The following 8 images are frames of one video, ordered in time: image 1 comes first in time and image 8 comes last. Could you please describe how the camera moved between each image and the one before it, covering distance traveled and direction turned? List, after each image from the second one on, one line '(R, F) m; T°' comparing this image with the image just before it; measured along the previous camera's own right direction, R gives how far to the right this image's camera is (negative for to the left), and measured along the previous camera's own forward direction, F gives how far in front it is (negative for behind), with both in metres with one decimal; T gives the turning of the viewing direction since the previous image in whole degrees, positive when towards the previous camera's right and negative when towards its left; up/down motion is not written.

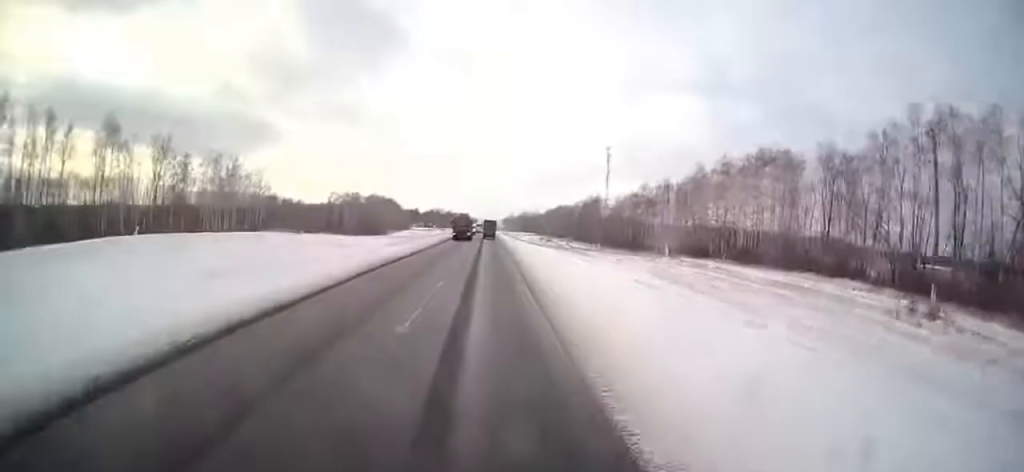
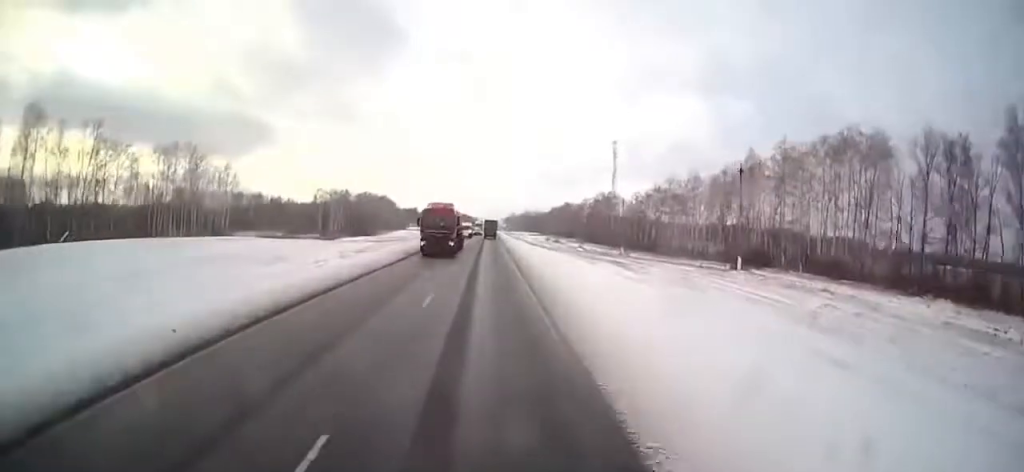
(0.0, +20.8) m; 0°
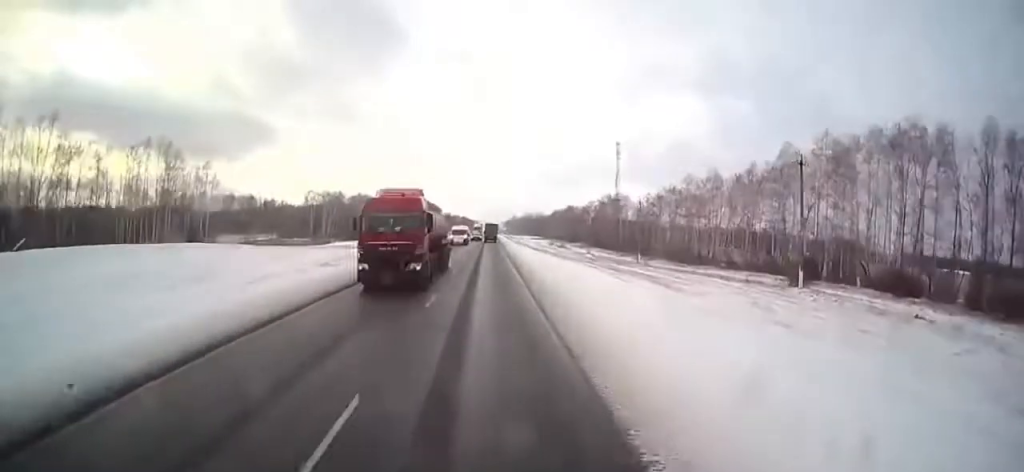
(0.0, +10.4) m; 0°
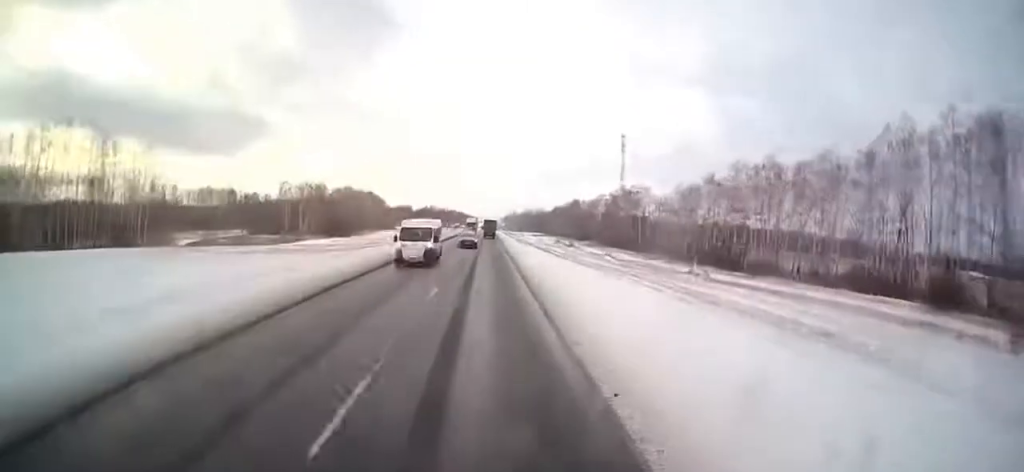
(0.0, +23.2) m; 0°
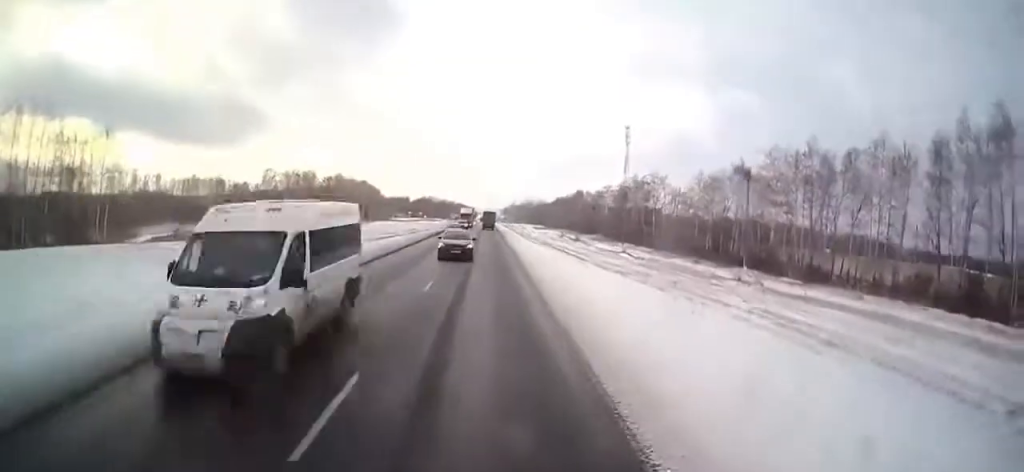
(0.0, +11.7) m; +1°
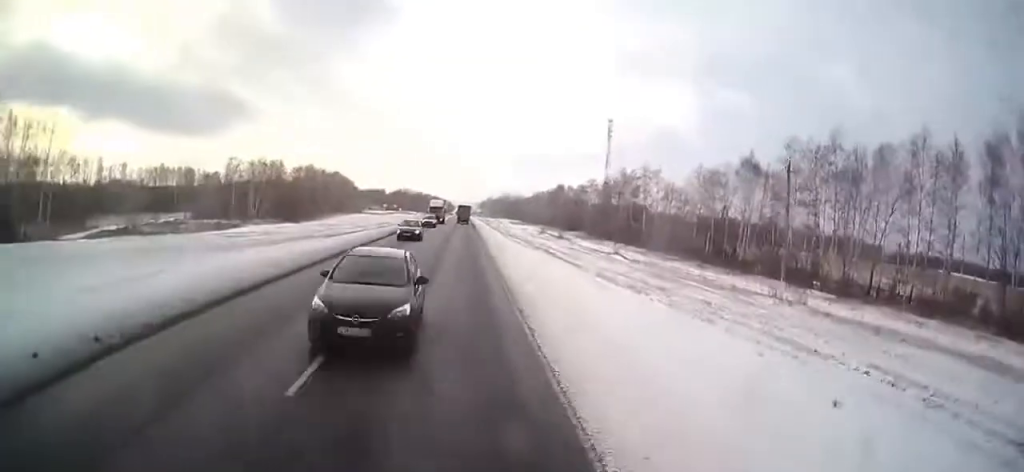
(-0.1, +10.7) m; +1°
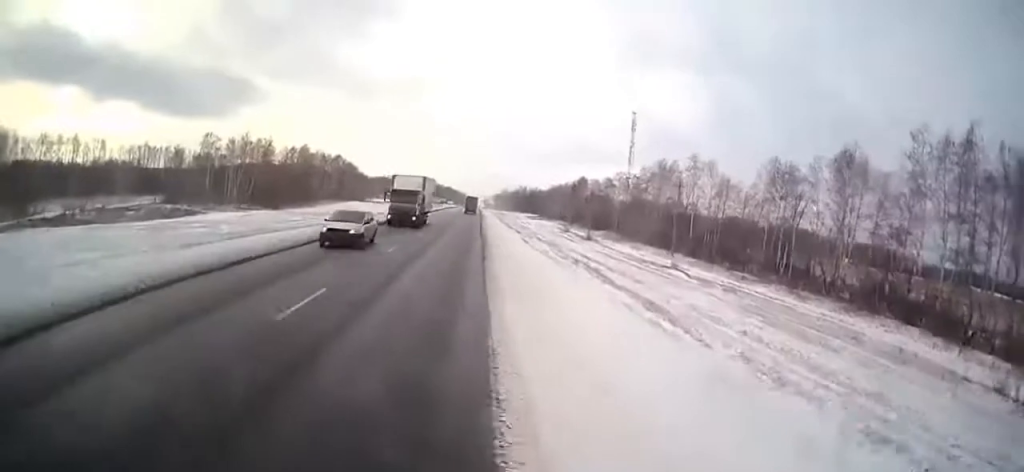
(+0.5, +24.9) m; +1°
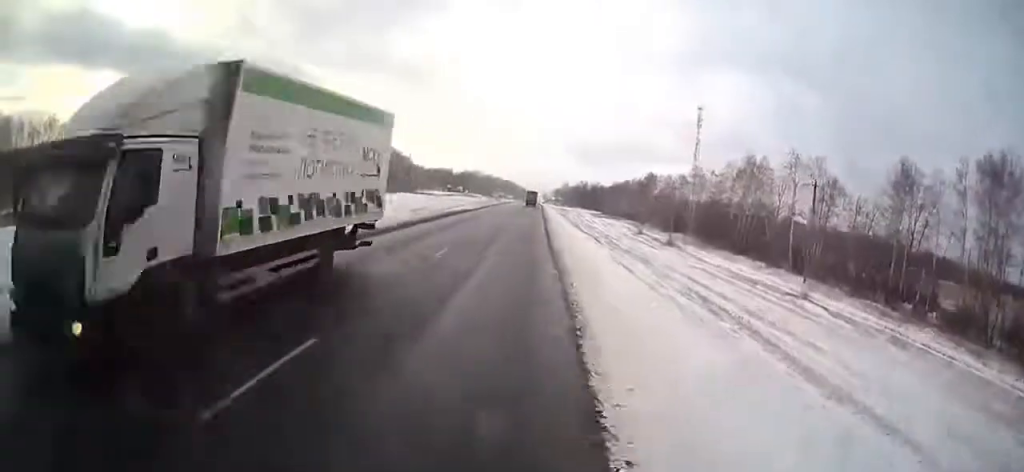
(-0.2, +19.3) m; -3°
